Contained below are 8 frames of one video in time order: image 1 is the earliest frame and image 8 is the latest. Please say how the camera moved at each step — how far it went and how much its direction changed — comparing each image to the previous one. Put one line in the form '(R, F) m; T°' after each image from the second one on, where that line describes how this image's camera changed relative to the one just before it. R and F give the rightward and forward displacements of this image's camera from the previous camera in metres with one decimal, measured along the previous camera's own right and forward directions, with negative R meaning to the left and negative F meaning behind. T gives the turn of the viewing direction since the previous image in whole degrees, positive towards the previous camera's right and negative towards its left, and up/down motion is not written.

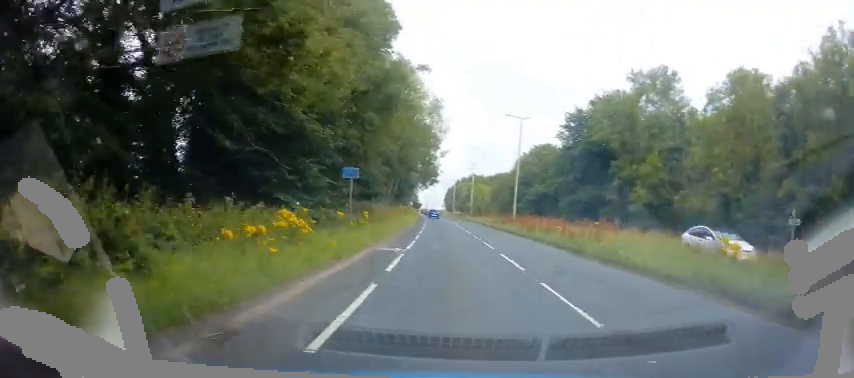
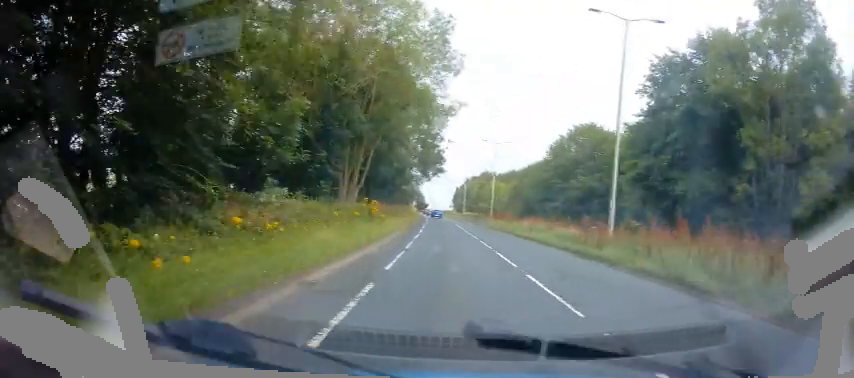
(+1.0, +22.4) m; +1°
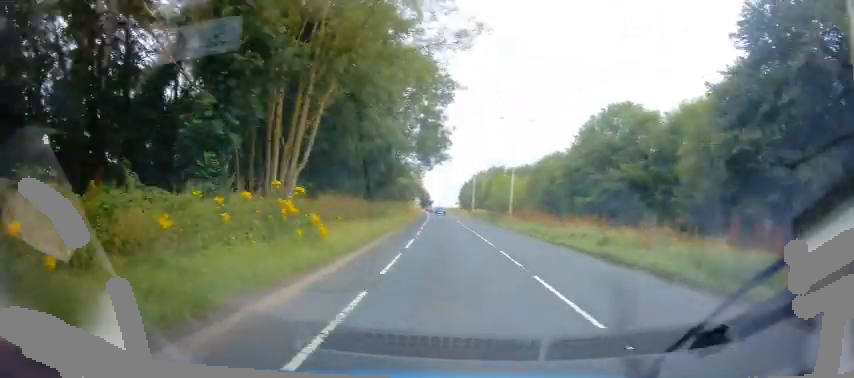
(-0.3, +12.1) m; -1°
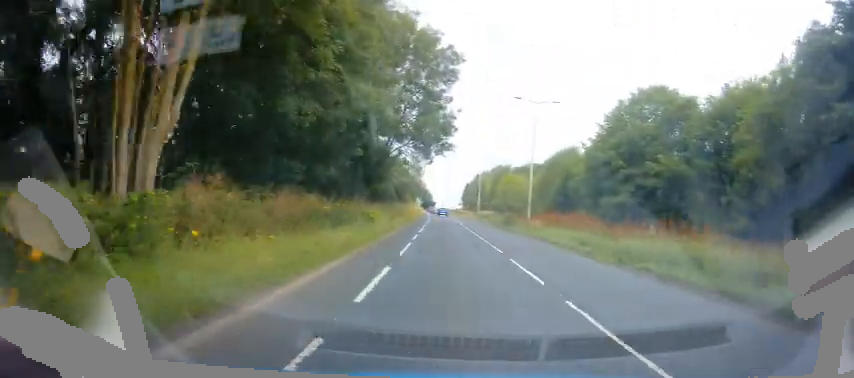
(-0.1, +8.8) m; -1°
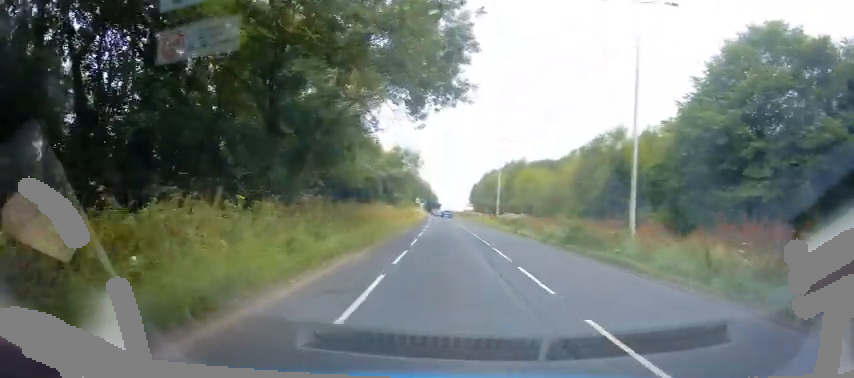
(-0.1, +18.9) m; -1°
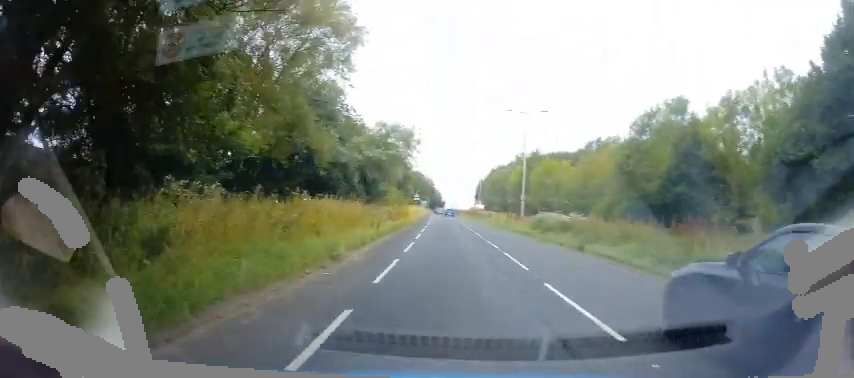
(0.0, +14.7) m; 0°
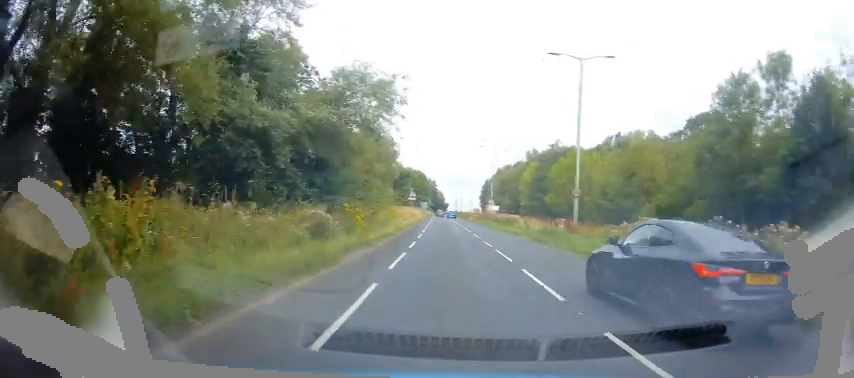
(-0.1, +15.6) m; 0°
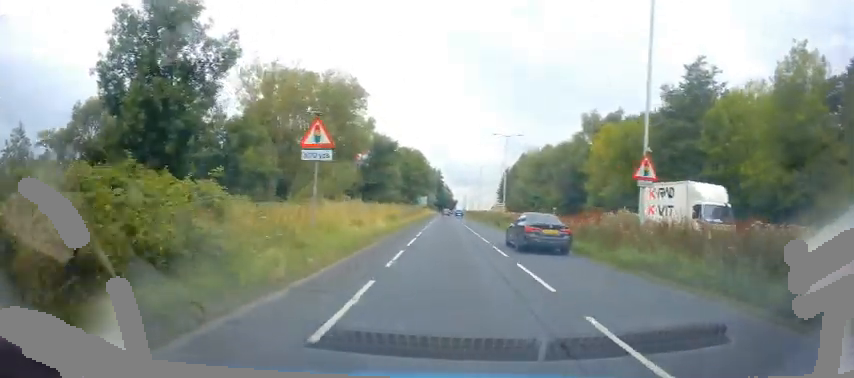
(-0.1, +47.6) m; -1°
